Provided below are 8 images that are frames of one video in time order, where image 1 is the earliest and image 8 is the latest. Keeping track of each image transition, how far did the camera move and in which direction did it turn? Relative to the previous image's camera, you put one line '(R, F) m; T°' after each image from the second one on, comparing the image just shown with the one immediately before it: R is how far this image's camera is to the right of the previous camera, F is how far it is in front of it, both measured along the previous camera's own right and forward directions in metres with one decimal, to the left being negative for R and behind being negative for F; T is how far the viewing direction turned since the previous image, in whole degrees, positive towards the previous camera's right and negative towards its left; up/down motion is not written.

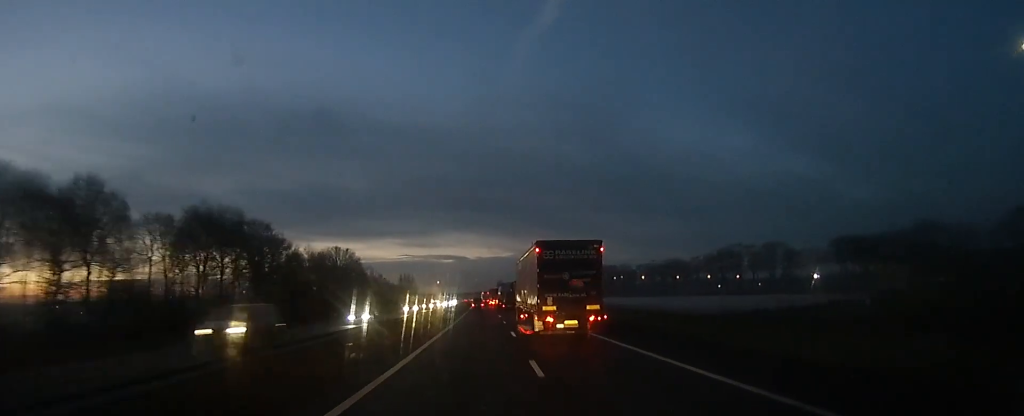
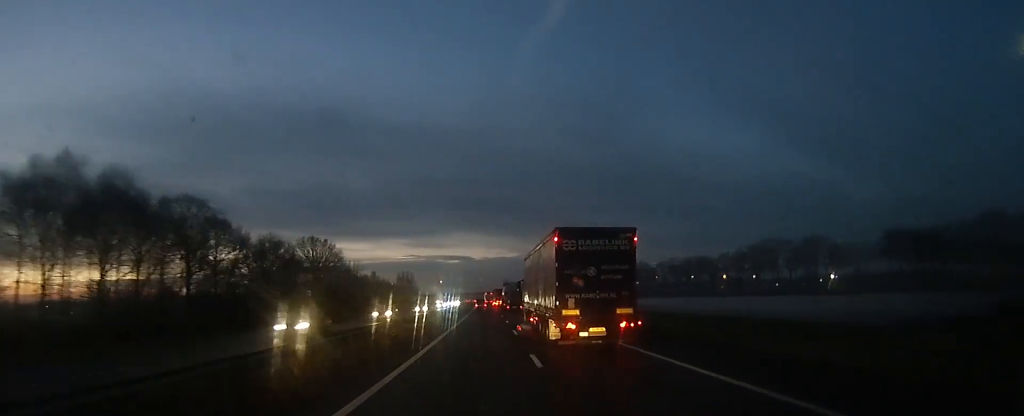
(0.0, +22.2) m; -1°
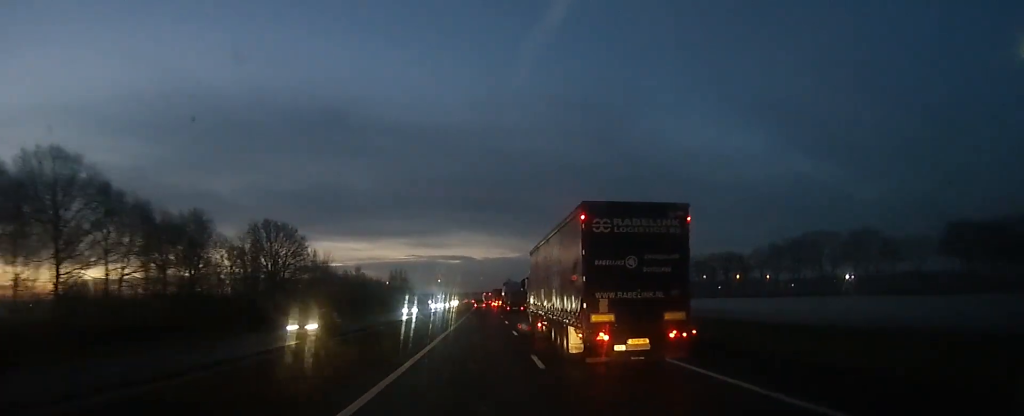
(-0.3, +23.9) m; -1°
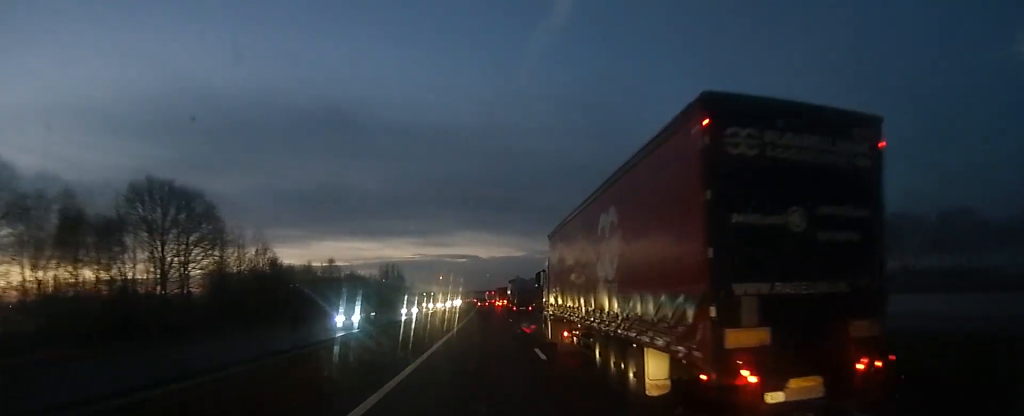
(-0.6, +34.1) m; -1°
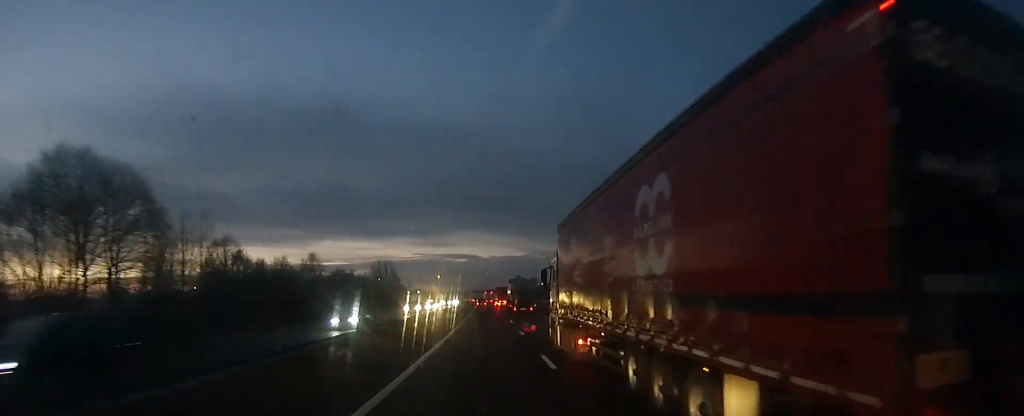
(0.0, +13.9) m; 0°
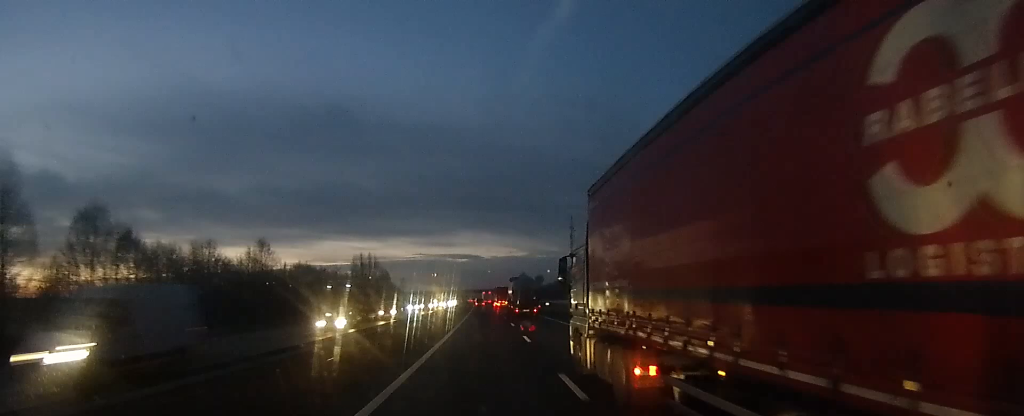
(+0.1, +27.7) m; 0°
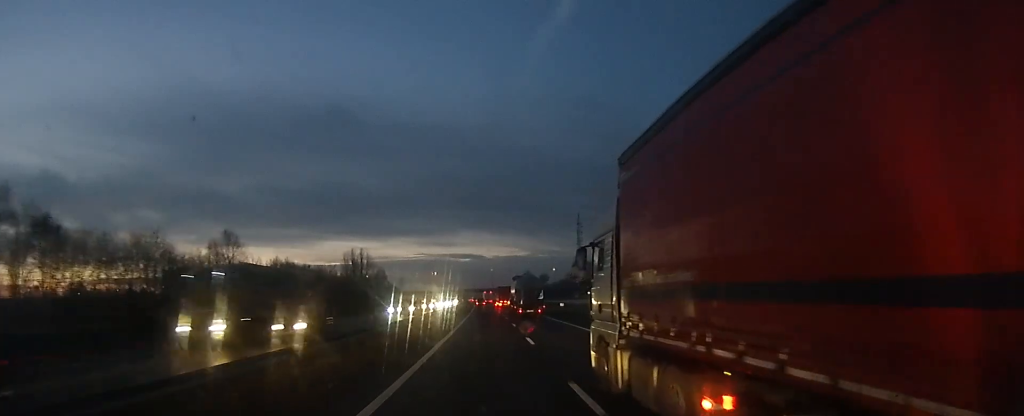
(-0.1, +13.3) m; 0°
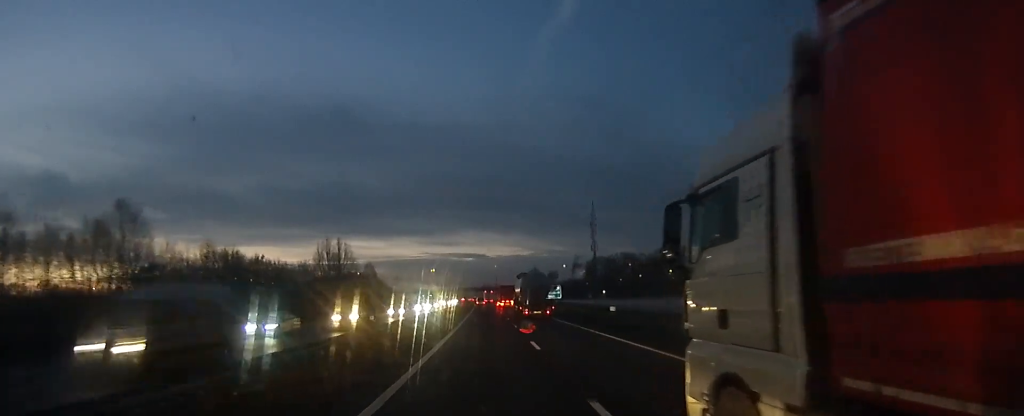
(+0.1, +25.8) m; 0°
